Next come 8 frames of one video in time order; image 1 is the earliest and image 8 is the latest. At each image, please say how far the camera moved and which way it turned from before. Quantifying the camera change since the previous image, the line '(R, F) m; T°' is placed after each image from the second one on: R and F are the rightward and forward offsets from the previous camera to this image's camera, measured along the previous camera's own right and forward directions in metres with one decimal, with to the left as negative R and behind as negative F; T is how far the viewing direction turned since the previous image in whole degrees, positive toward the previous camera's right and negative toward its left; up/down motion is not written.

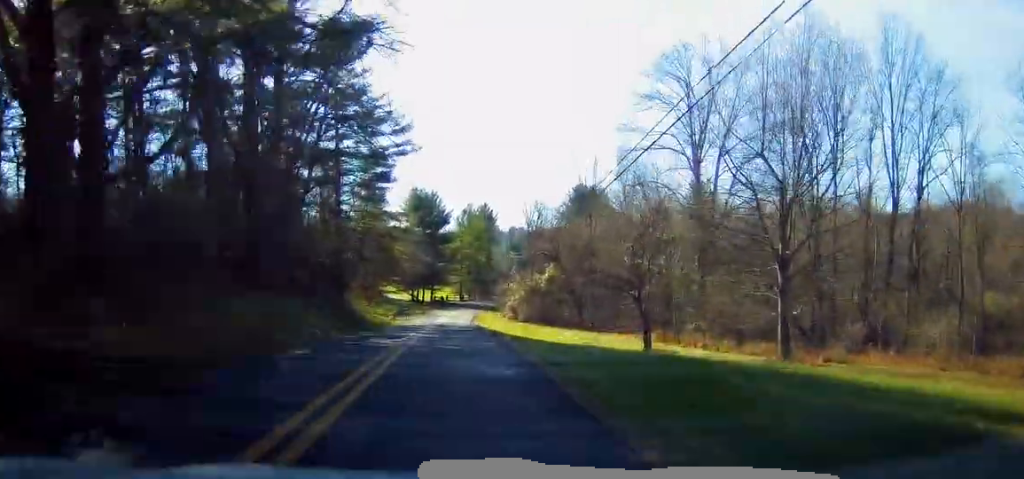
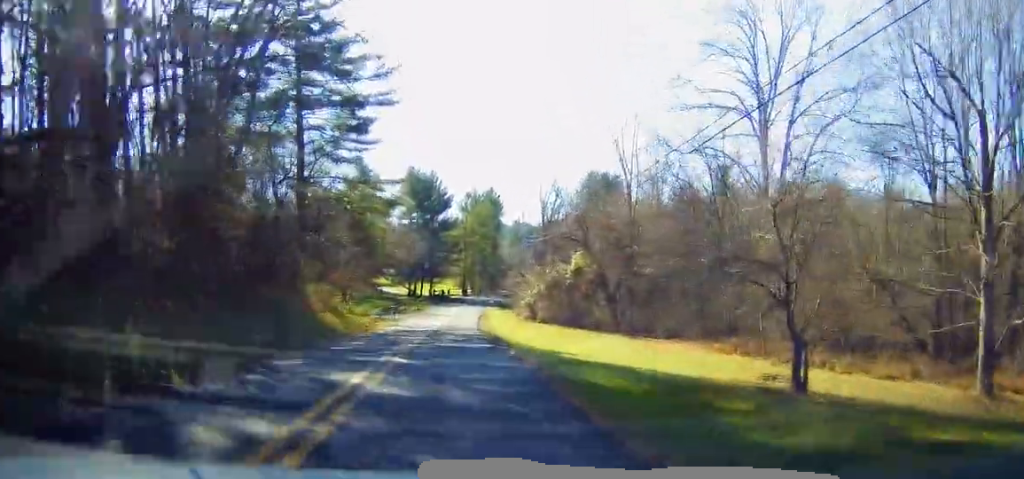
(+0.3, +15.5) m; +7°
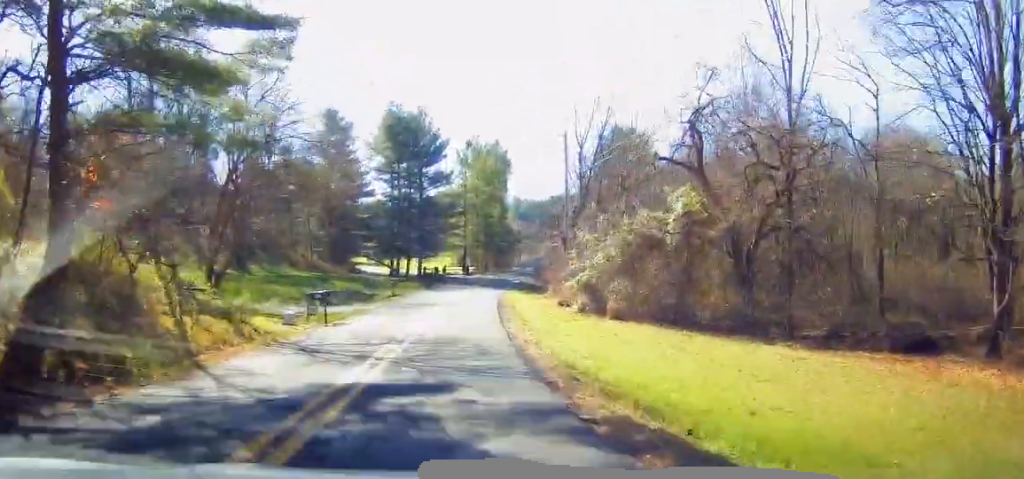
(-0.4, +28.8) m; -9°
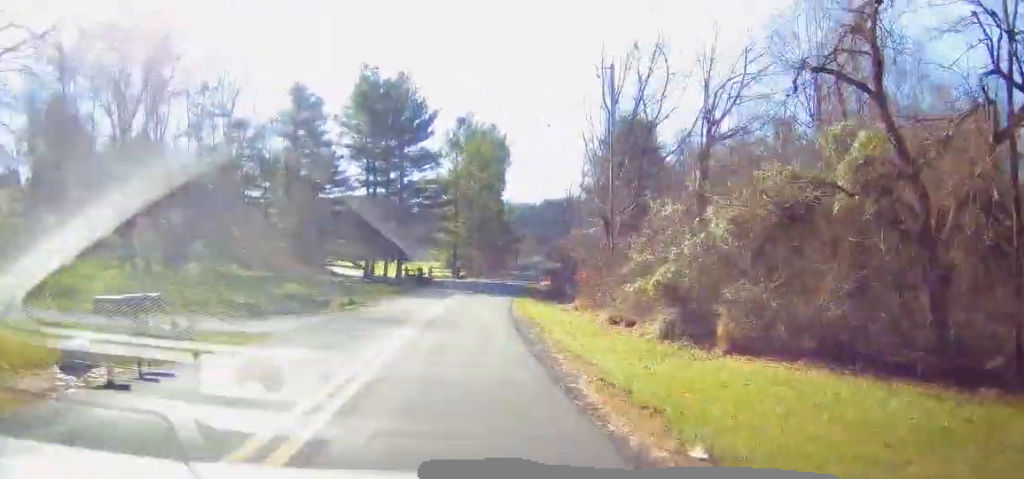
(-0.8, +15.3) m; -3°
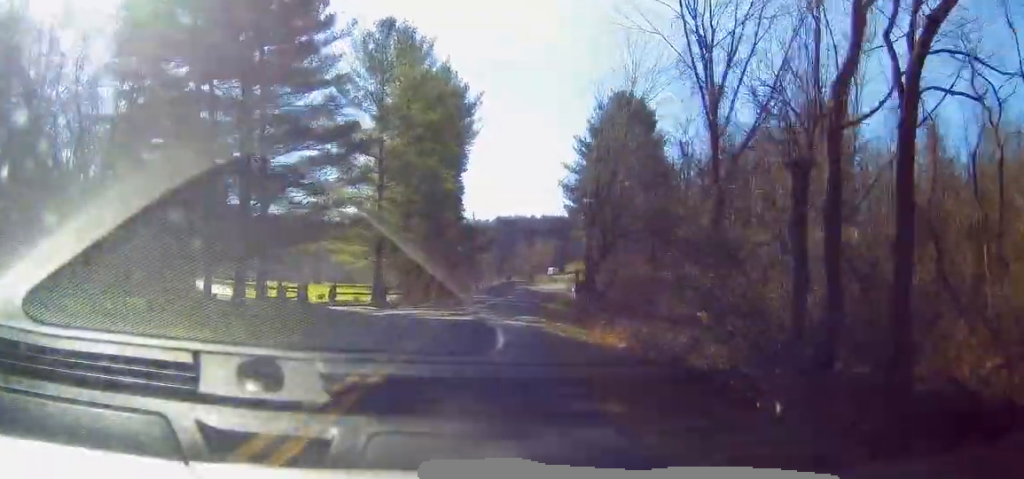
(+1.4, +35.0) m; +8°
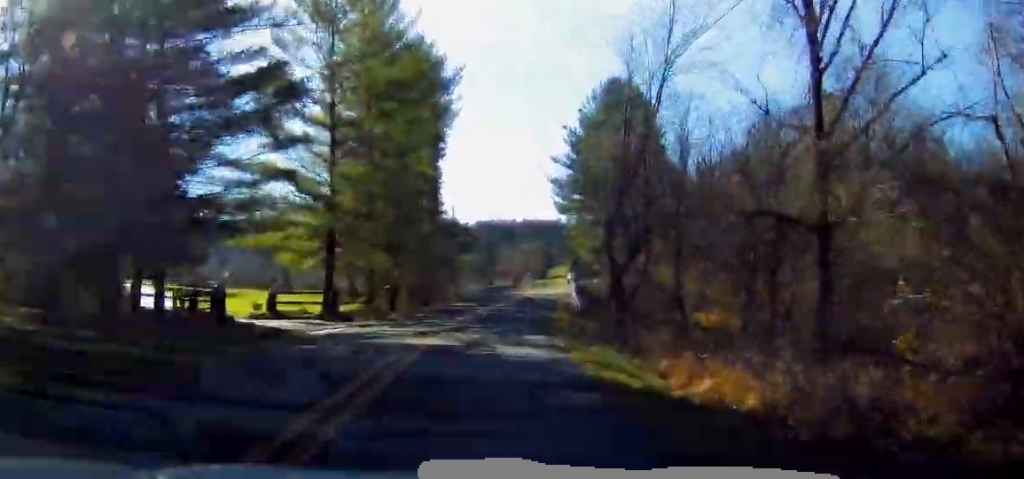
(+0.2, +9.7) m; +4°
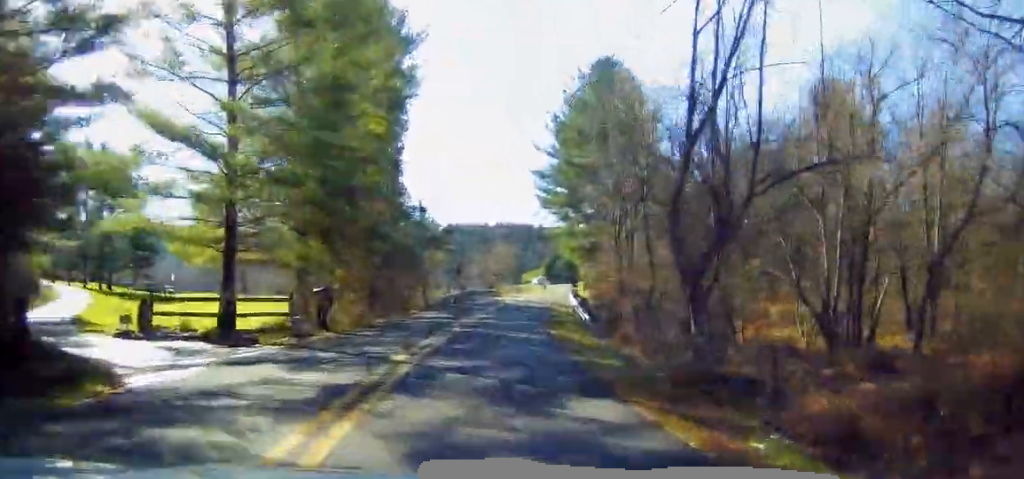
(+0.5, +10.9) m; +3°
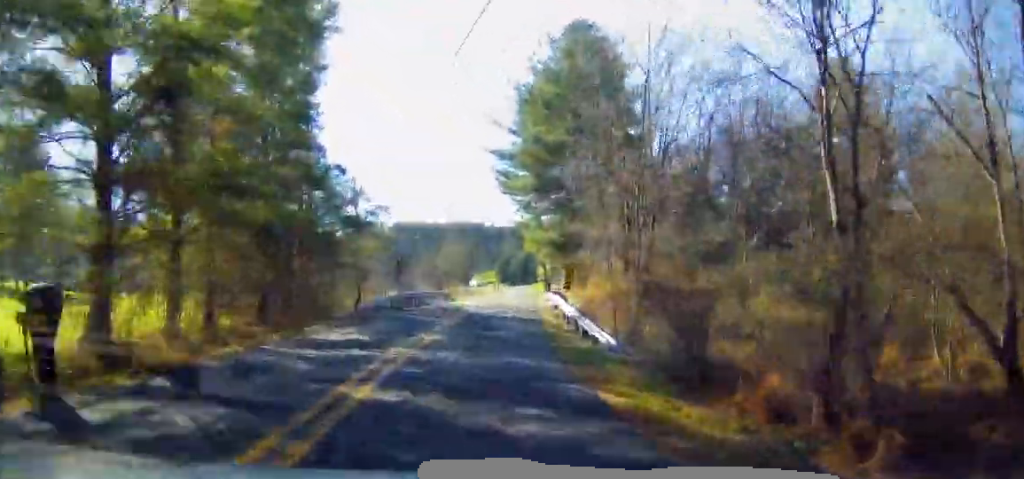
(+0.4, +13.3) m; +3°
